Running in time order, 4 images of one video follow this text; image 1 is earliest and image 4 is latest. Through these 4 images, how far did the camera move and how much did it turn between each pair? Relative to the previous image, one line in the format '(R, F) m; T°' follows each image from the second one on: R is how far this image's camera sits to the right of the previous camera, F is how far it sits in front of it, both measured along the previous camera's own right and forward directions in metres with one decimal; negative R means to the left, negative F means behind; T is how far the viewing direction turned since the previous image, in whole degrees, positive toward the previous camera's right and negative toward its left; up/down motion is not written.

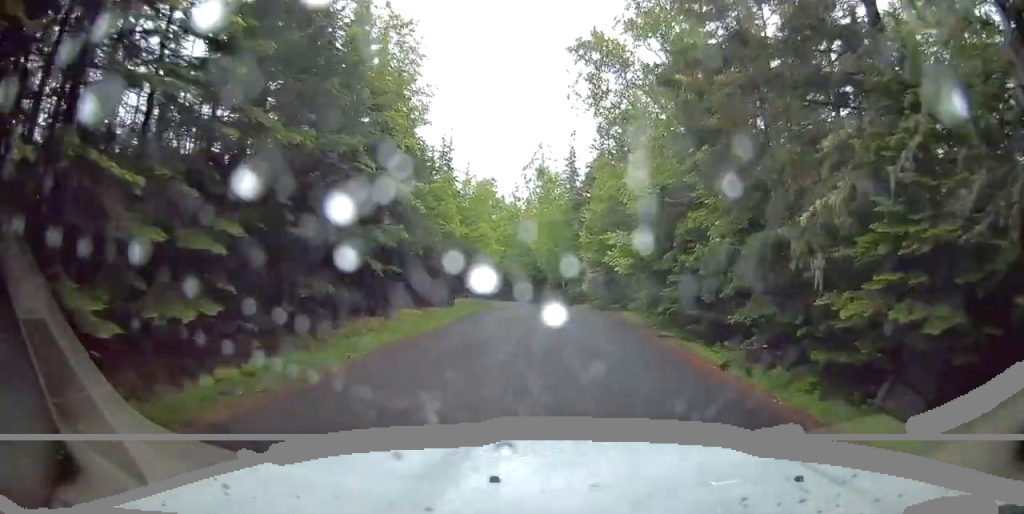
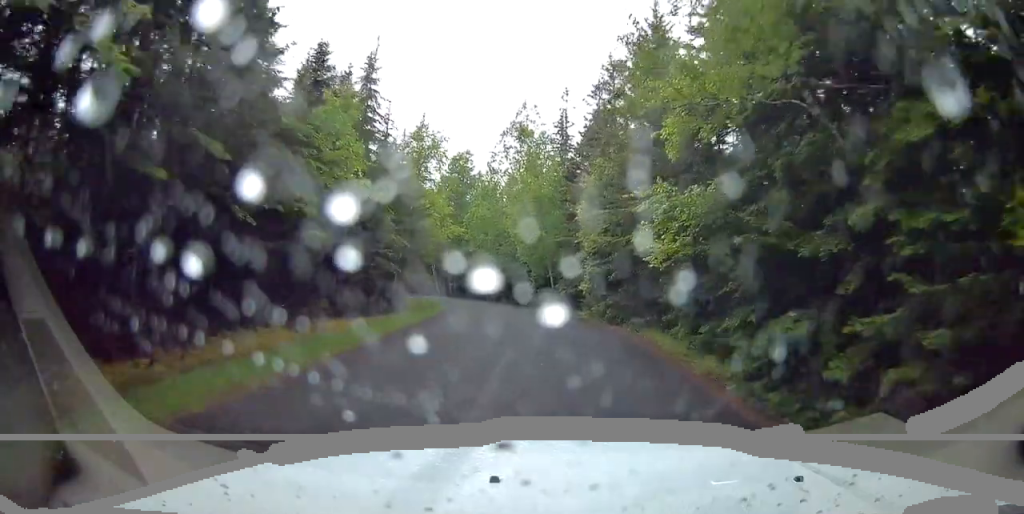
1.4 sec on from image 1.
(+0.5, +14.0) m; +4°
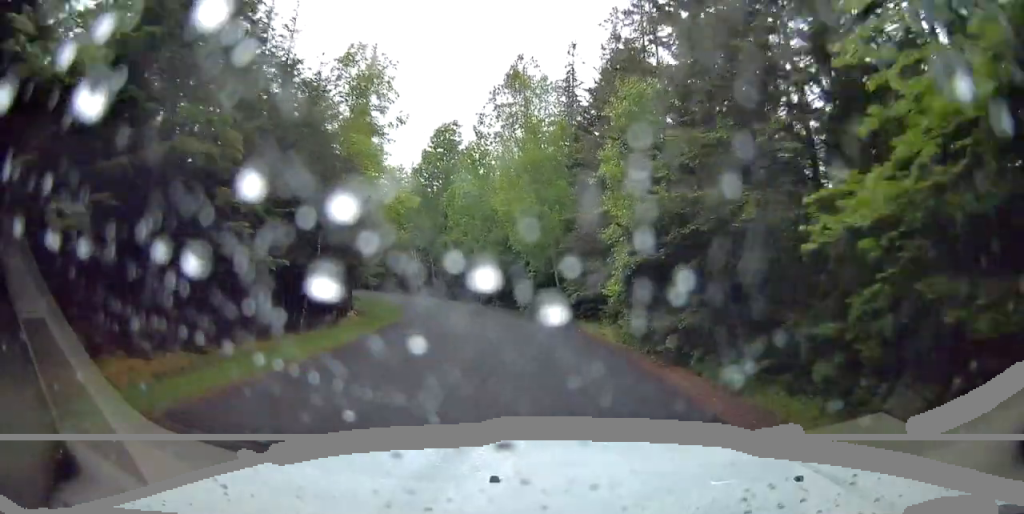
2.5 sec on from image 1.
(+0.3, +11.4) m; +1°
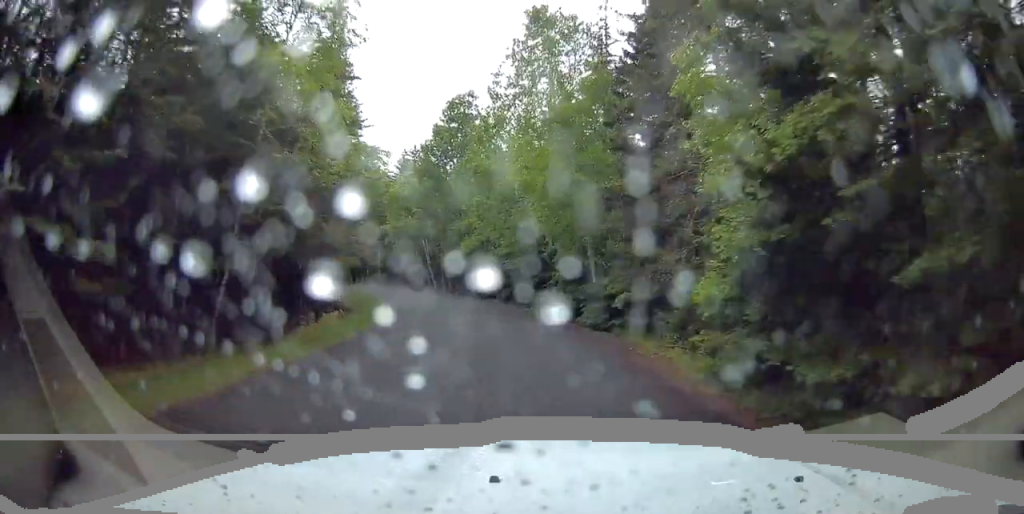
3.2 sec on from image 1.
(0.0, +7.4) m; -1°
